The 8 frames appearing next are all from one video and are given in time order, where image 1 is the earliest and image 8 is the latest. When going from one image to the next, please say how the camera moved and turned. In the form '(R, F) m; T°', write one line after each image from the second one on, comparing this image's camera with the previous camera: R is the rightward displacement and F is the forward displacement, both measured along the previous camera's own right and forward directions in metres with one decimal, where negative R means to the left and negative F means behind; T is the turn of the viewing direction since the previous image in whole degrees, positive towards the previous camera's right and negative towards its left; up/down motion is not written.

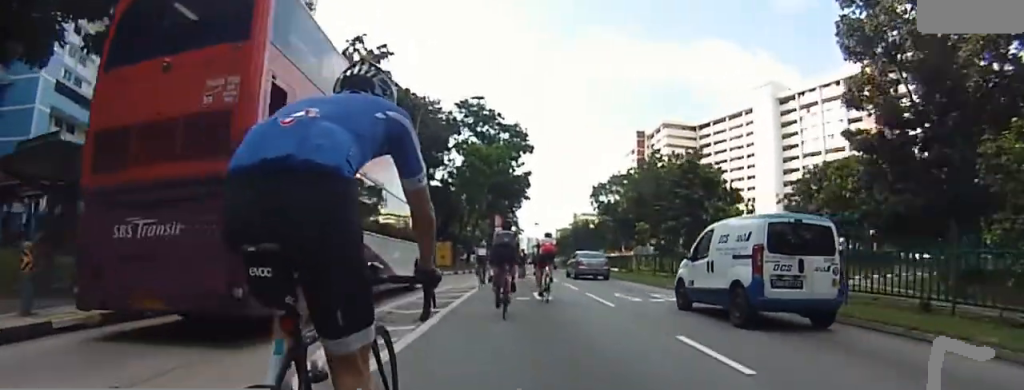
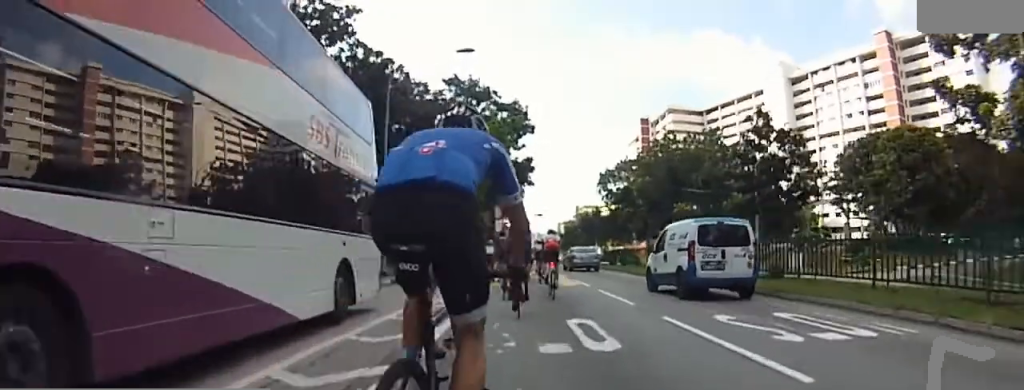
(-0.7, +6.6) m; -2°
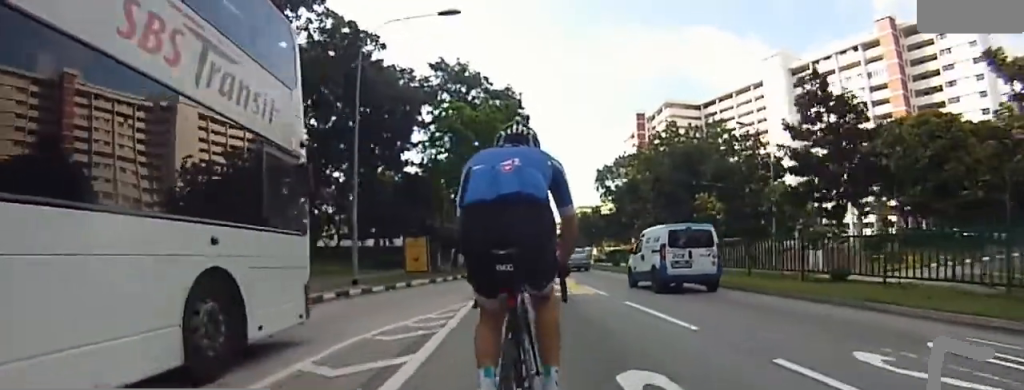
(-0.3, +3.4) m; +4°
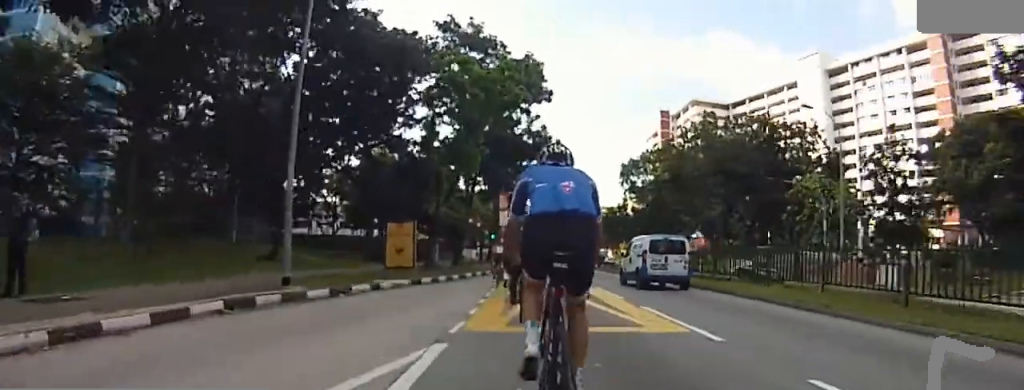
(+0.9, +6.4) m; 0°
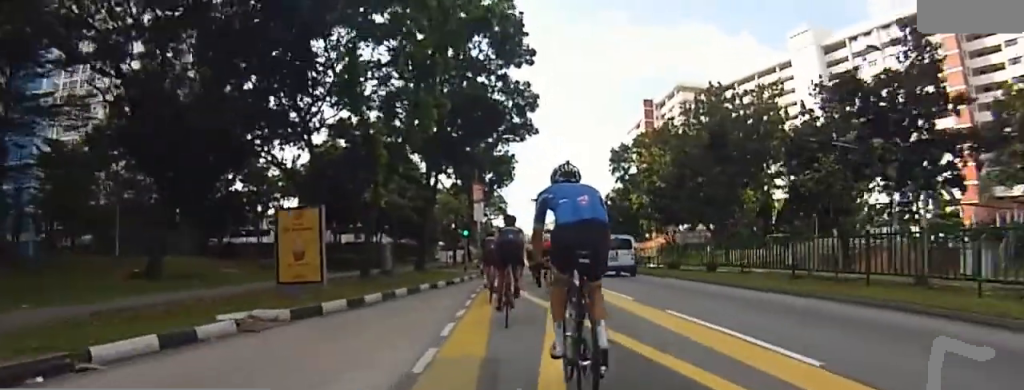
(-0.8, +8.1) m; 0°
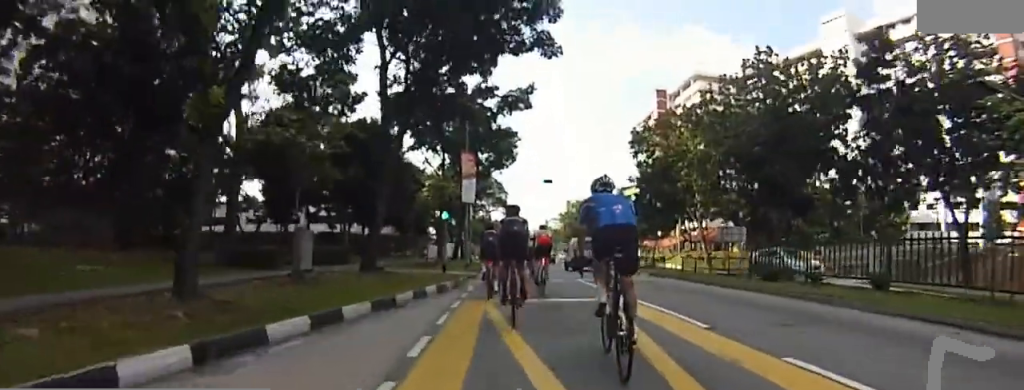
(+1.1, +9.6) m; +8°
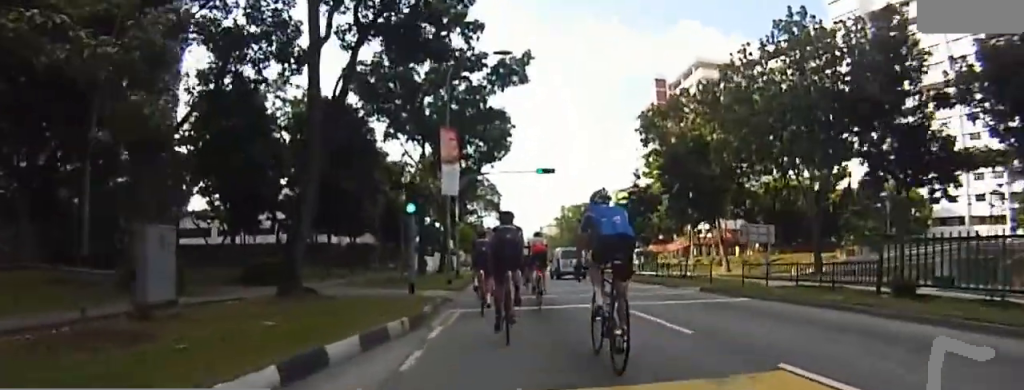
(0.0, +5.9) m; 0°
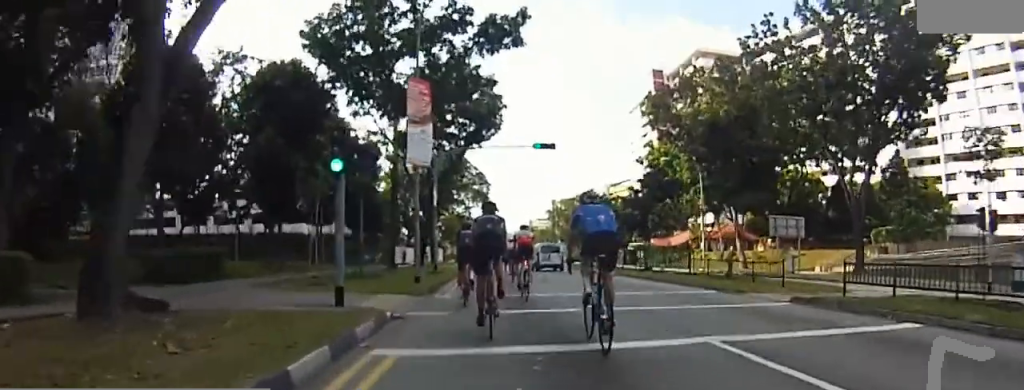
(0.0, +5.2) m; 0°
